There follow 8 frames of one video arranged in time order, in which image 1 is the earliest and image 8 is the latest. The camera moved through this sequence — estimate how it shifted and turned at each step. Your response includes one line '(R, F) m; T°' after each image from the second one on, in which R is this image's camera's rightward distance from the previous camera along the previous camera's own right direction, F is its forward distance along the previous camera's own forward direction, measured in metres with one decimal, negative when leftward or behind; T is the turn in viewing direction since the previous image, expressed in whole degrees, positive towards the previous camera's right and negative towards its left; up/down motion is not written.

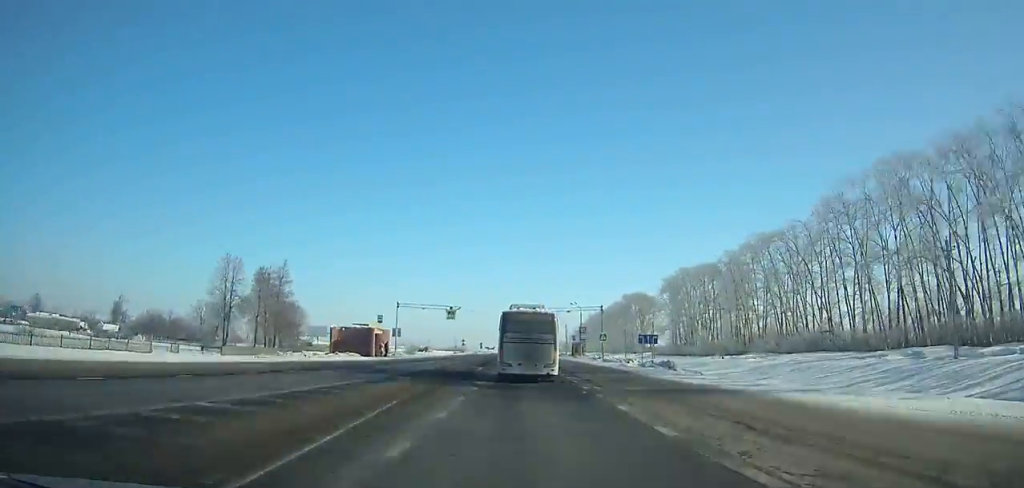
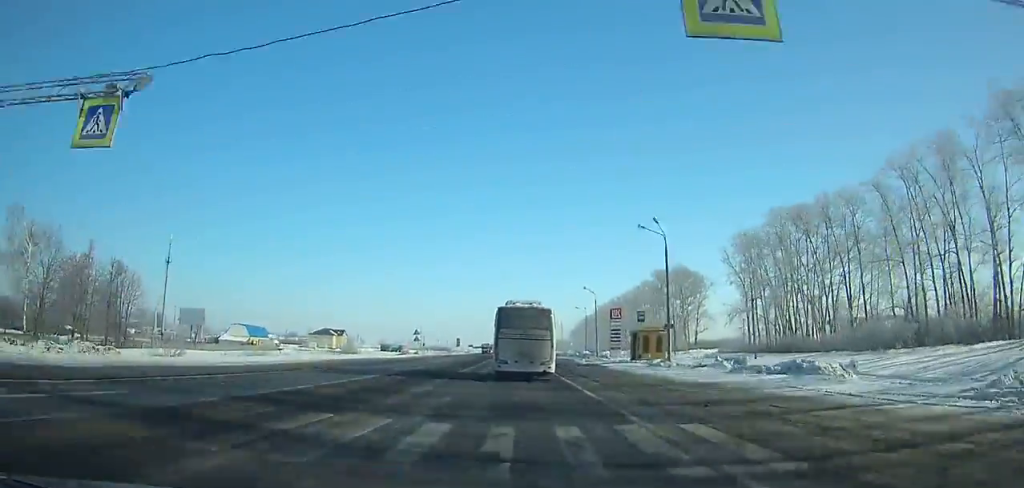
(+0.1, +66.3) m; 0°
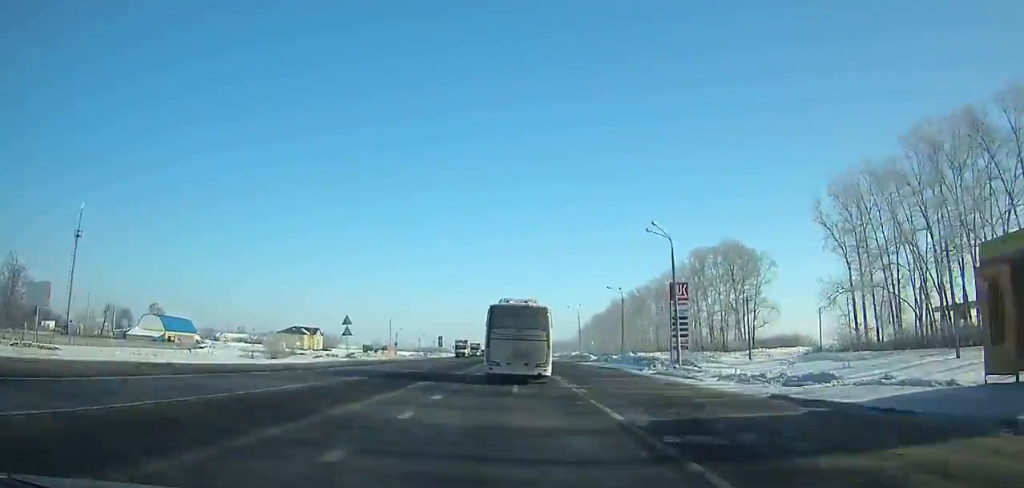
(0.0, +39.7) m; 0°
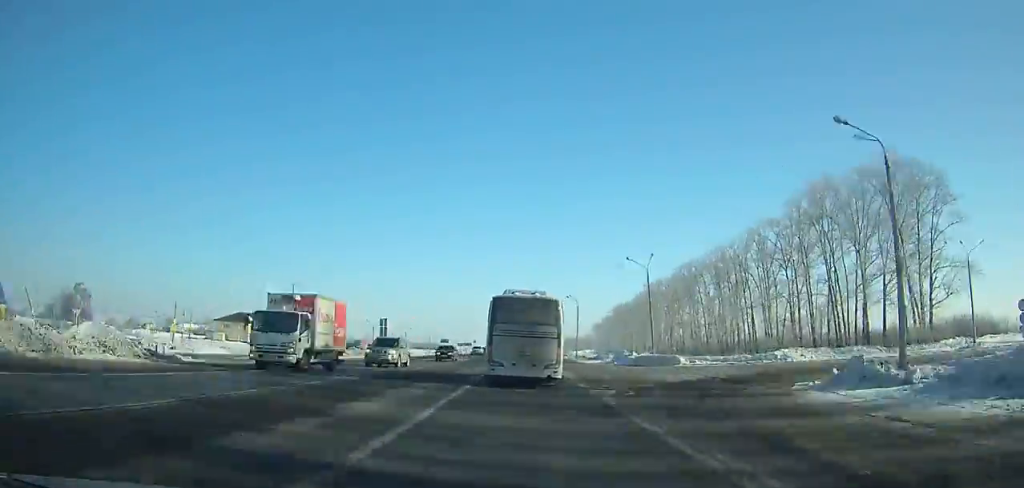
(-0.2, +54.7) m; 0°
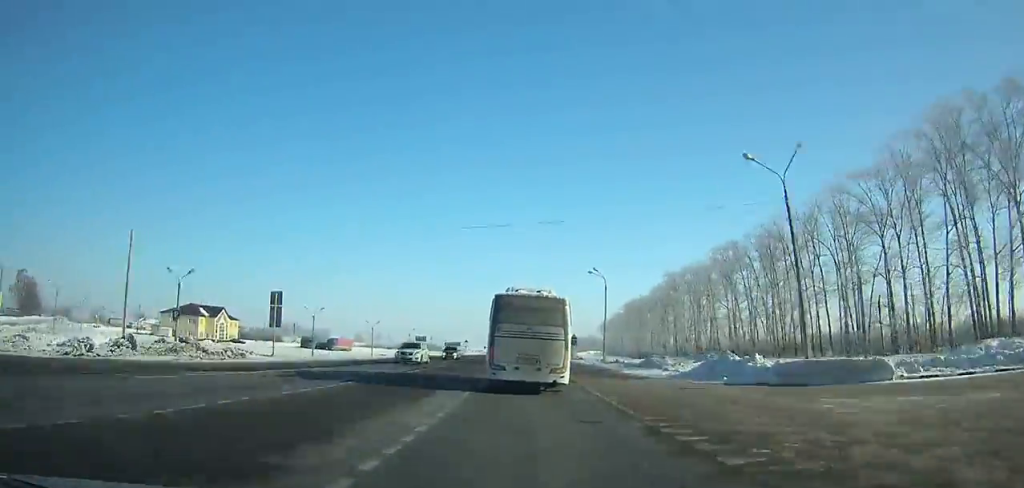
(-0.3, +30.8) m; 0°
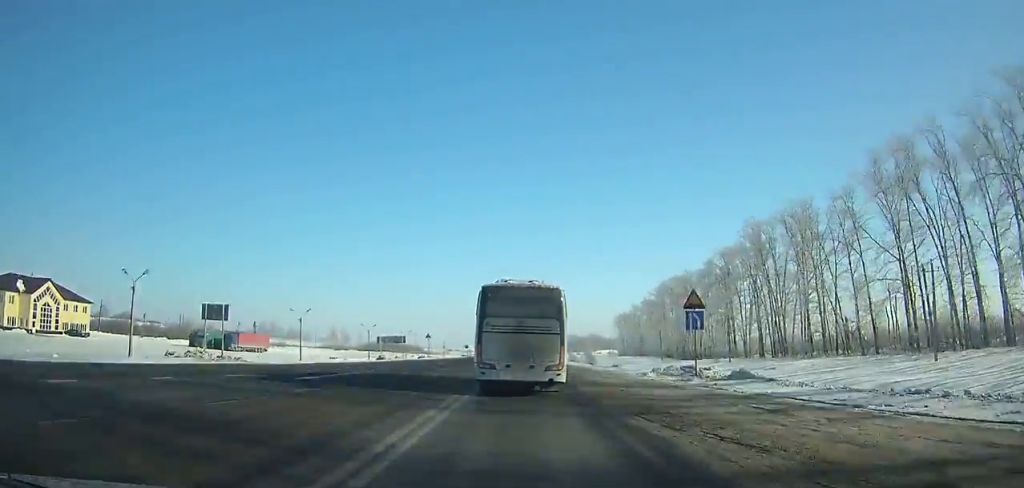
(+0.4, +65.3) m; 0°
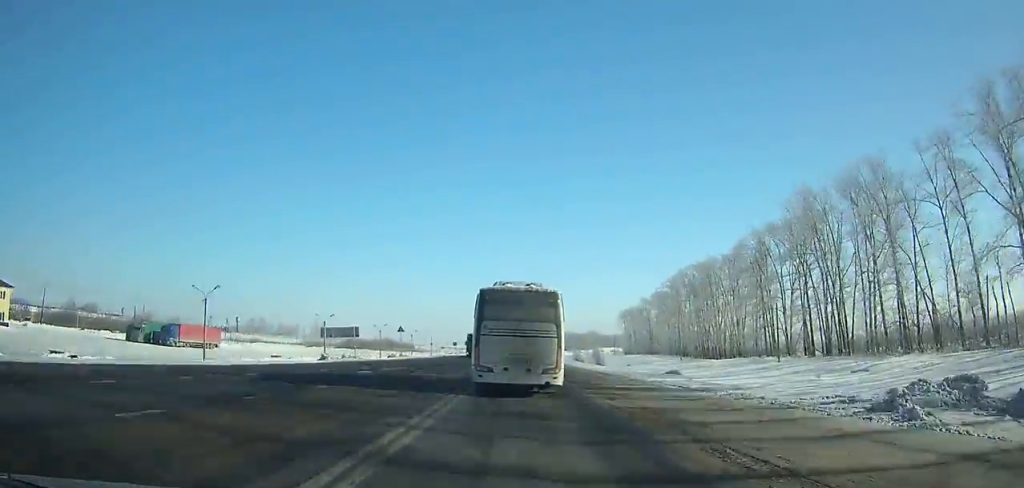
(0.0, +22.0) m; 0°
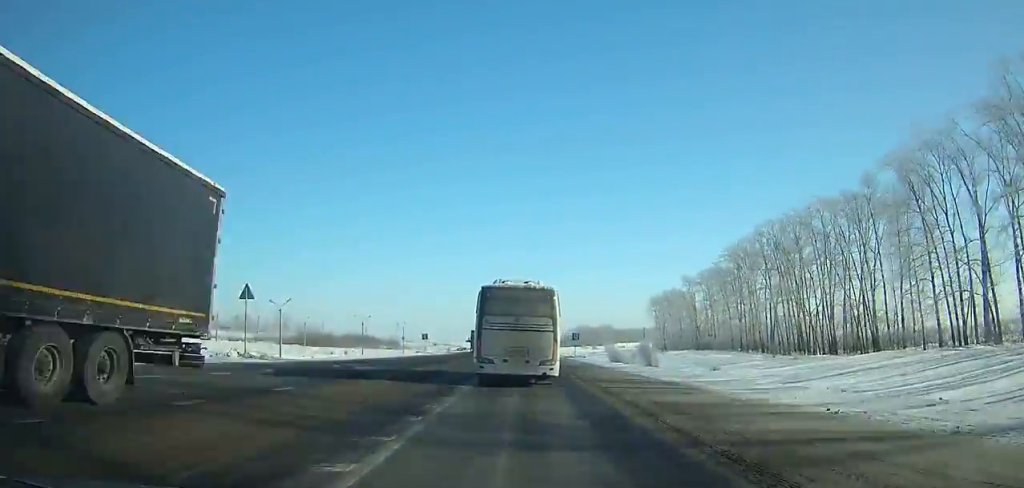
(-0.2, +51.7) m; 0°
